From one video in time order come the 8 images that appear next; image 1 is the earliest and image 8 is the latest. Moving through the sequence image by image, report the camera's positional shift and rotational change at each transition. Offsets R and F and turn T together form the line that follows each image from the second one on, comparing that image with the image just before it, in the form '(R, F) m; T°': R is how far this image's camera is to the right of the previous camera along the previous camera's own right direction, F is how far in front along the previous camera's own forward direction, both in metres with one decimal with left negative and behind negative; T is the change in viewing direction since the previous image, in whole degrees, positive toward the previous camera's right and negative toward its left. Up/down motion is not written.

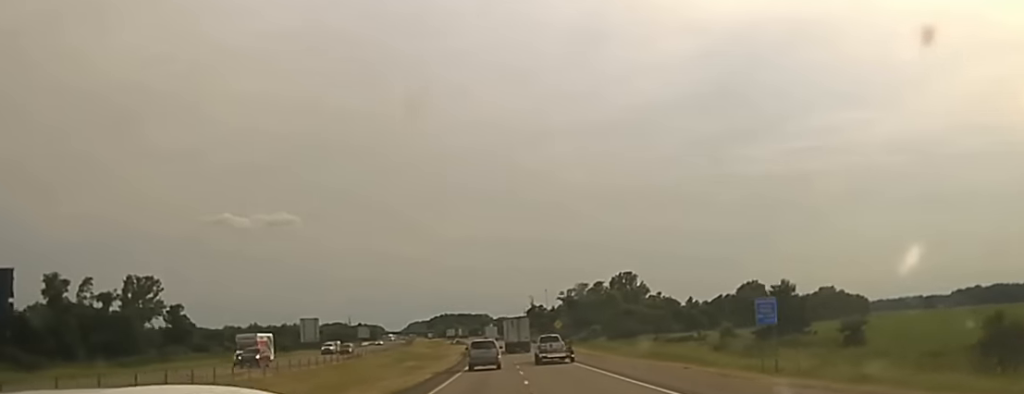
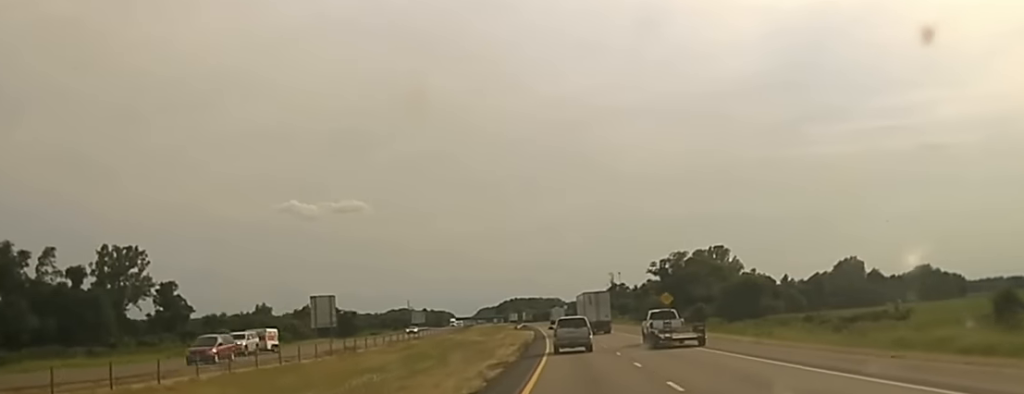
(-1.1, +57.6) m; -1°
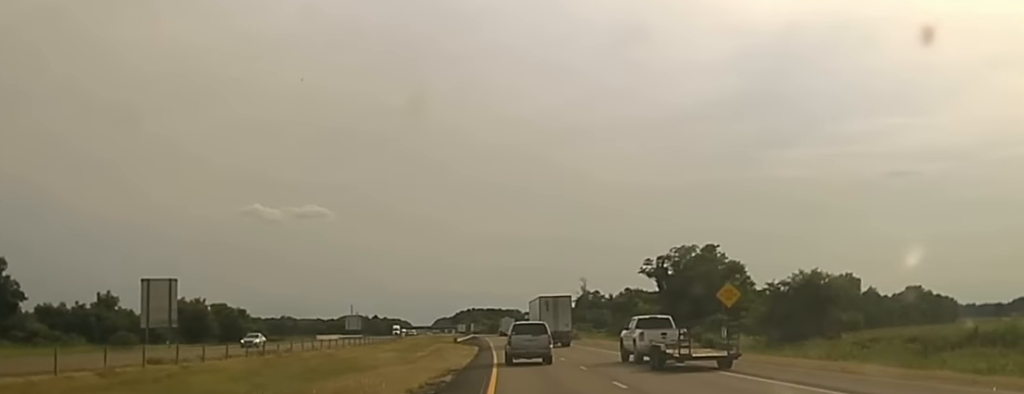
(+0.8, +59.4) m; +1°
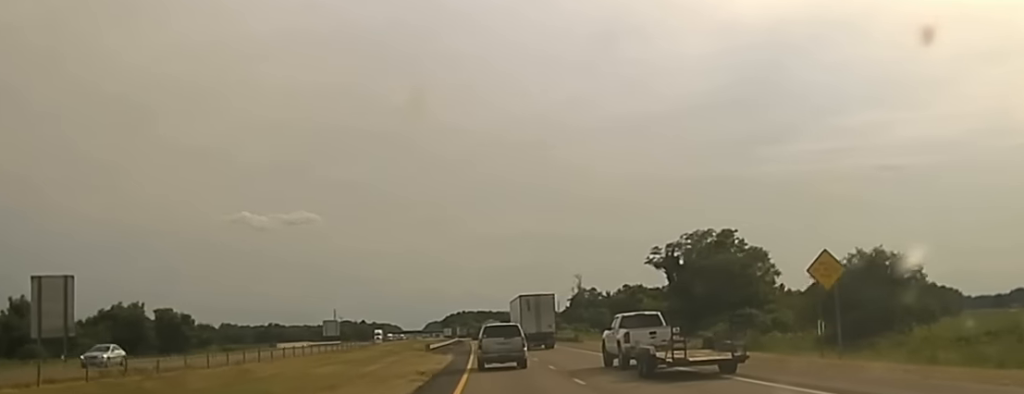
(0.0, +19.9) m; 0°
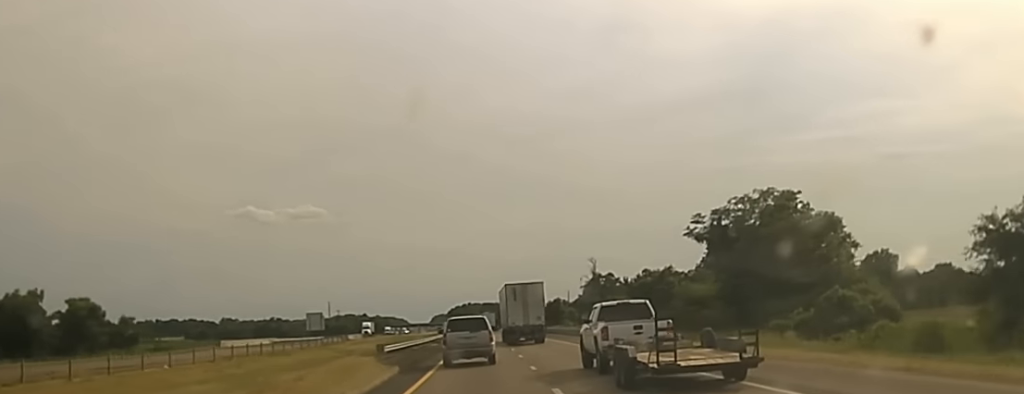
(0.0, +30.6) m; 0°
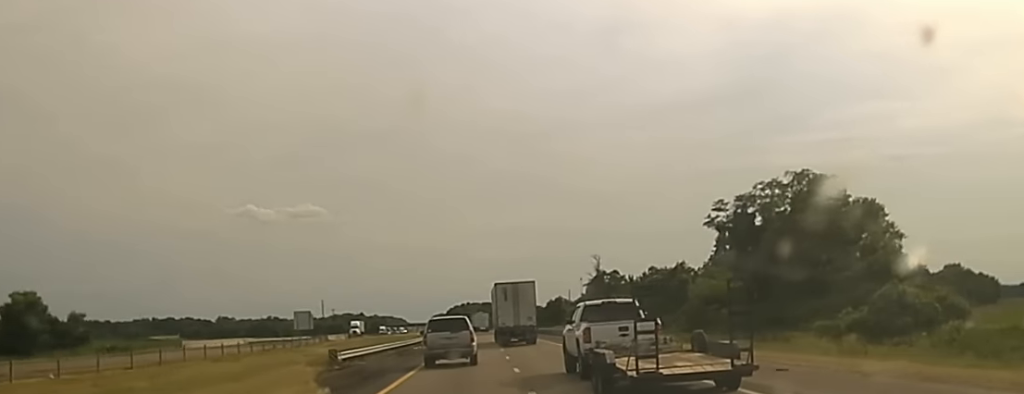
(0.0, +15.7) m; 0°
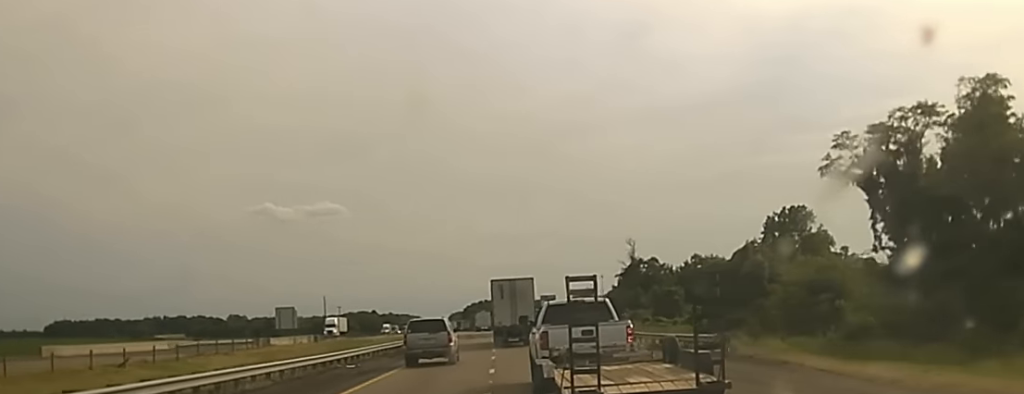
(-0.2, +36.2) m; 0°
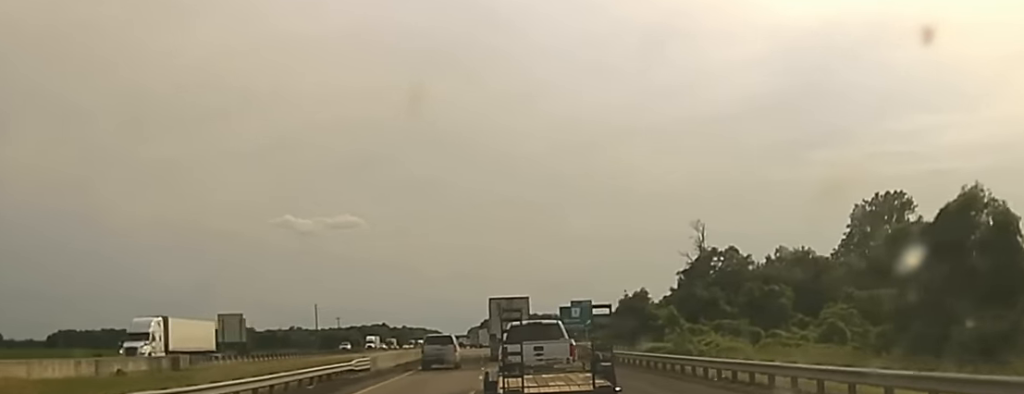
(-0.9, +55.2) m; -2°
